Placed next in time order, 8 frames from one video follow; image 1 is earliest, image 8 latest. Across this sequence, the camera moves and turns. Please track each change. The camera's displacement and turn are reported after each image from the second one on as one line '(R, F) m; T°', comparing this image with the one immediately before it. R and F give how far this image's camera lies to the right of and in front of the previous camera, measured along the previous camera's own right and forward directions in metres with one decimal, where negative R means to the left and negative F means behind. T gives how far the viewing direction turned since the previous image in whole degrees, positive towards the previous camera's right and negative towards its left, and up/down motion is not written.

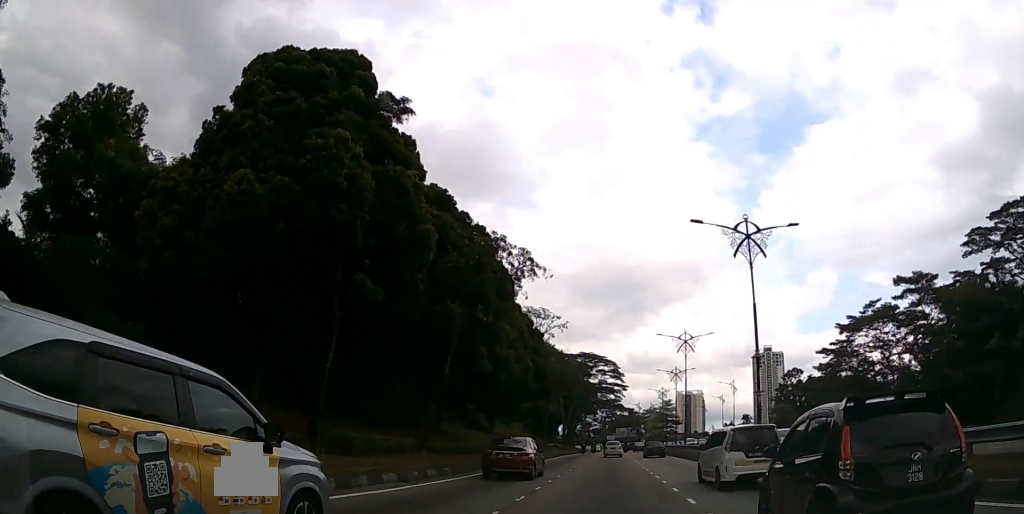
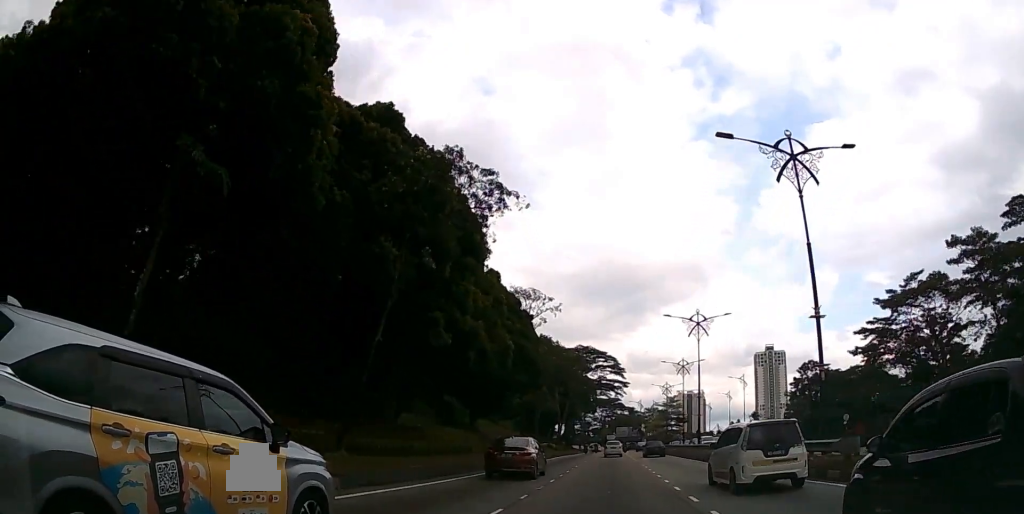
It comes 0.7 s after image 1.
(0.0, +8.5) m; 0°
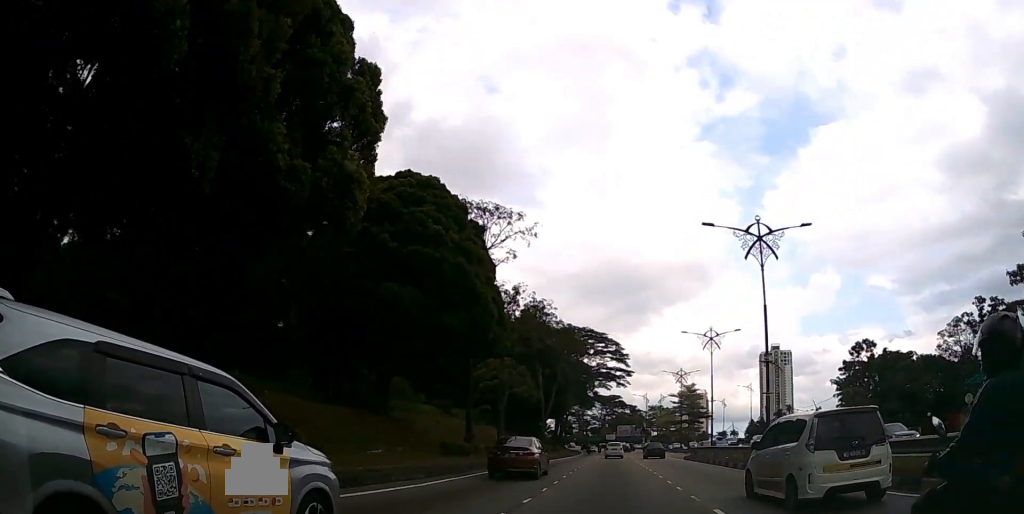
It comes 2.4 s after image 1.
(-0.1, +21.3) m; 0°
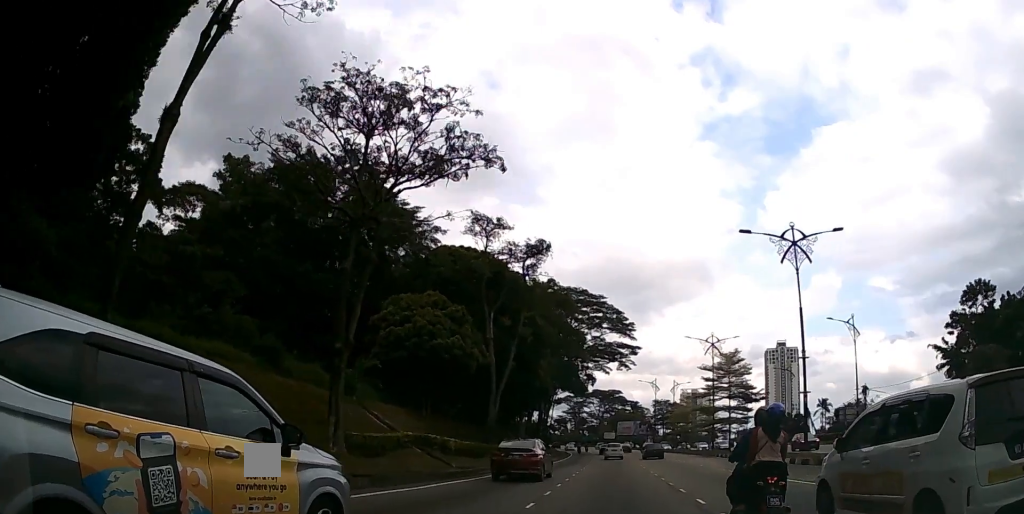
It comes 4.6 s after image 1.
(+0.1, +27.4) m; 0°
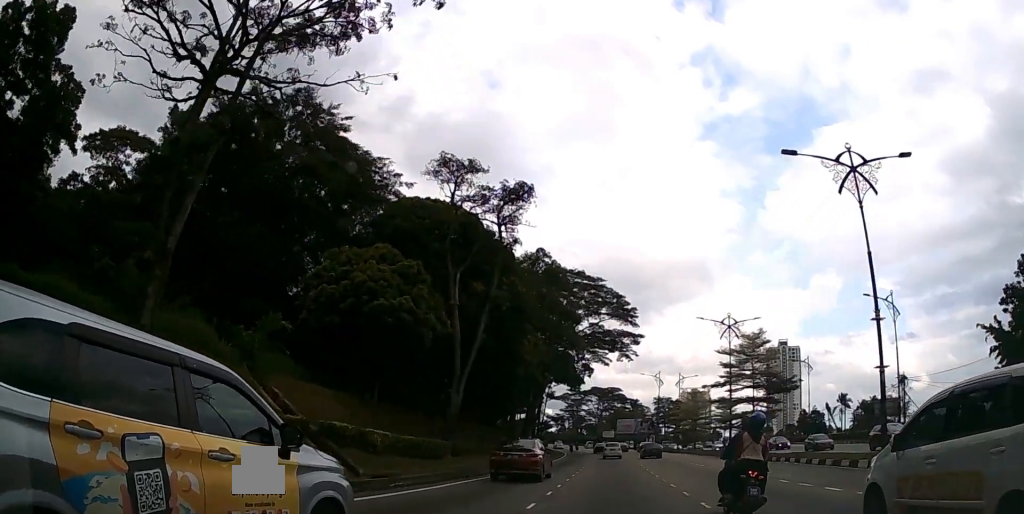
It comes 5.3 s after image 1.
(0.0, +9.4) m; 0°
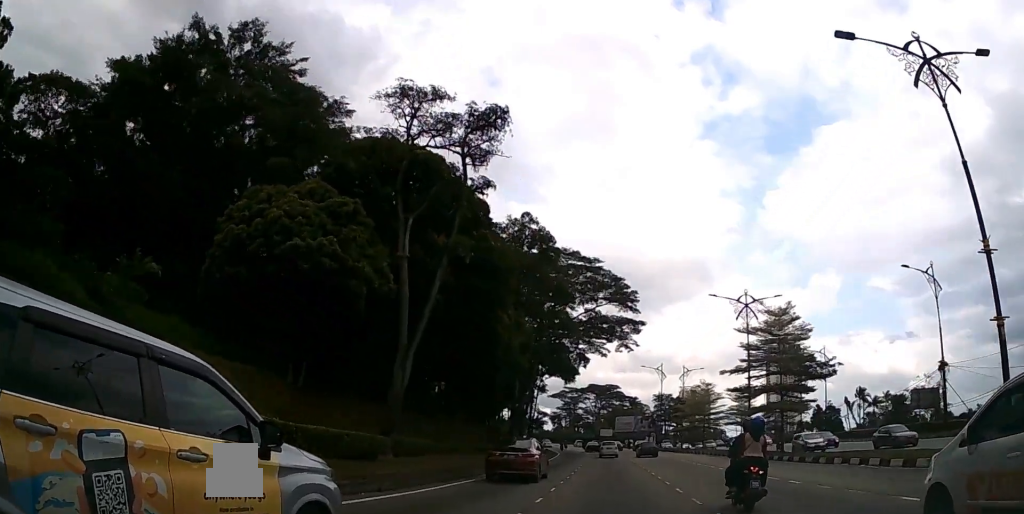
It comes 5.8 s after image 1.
(0.0, +7.3) m; 0°
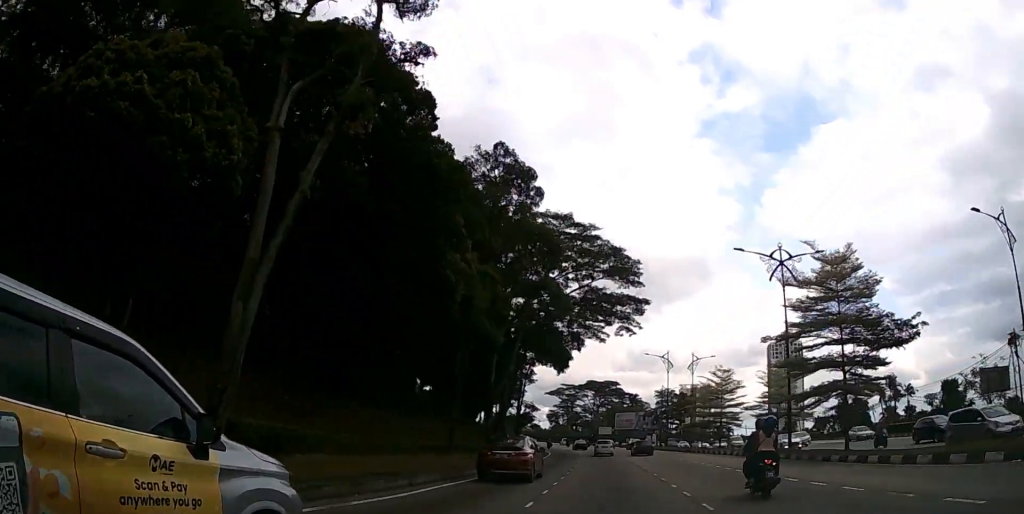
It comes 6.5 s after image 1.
(0.0, +10.0) m; 0°
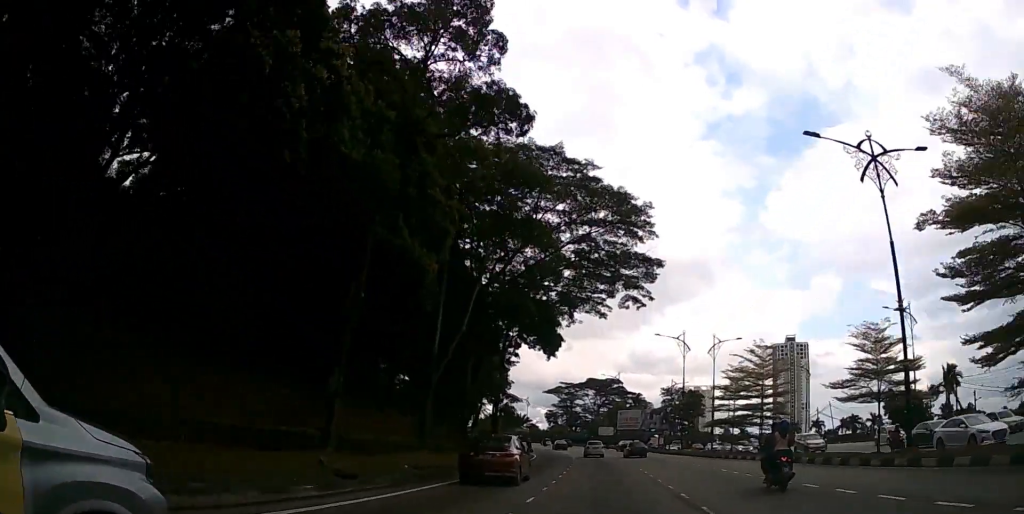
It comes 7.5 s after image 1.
(+0.1, +14.4) m; 0°
